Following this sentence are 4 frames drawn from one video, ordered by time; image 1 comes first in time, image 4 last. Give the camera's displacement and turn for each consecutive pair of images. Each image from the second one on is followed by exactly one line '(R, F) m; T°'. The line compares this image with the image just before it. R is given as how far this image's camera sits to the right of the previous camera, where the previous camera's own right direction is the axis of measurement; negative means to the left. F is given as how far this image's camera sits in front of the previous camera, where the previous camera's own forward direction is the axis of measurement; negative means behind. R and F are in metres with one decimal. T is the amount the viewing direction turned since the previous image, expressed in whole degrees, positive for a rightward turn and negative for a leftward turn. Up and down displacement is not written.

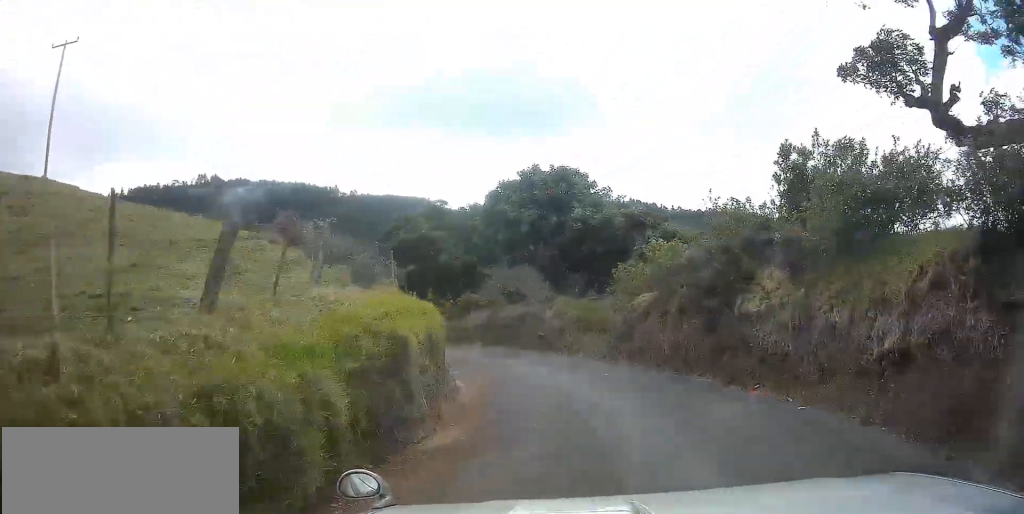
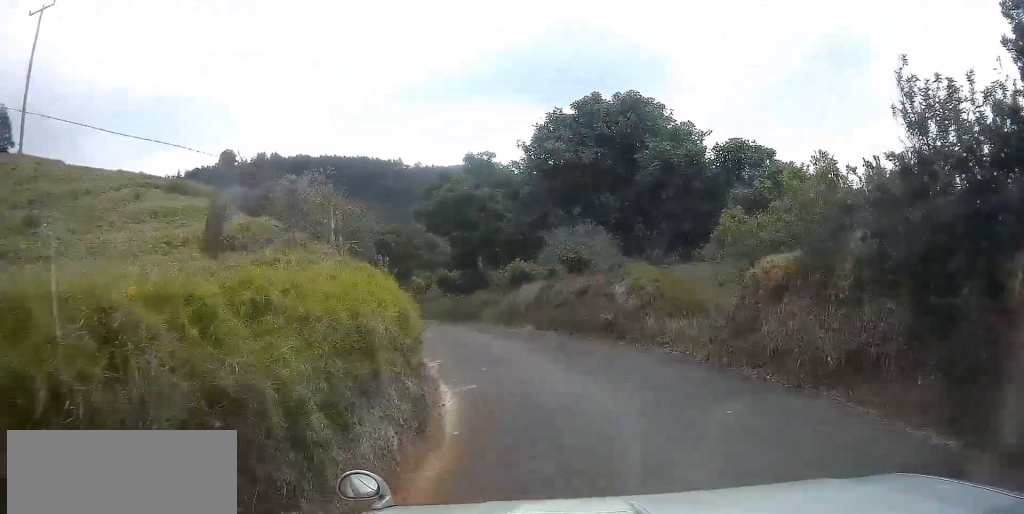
(-0.1, +6.2) m; -5°
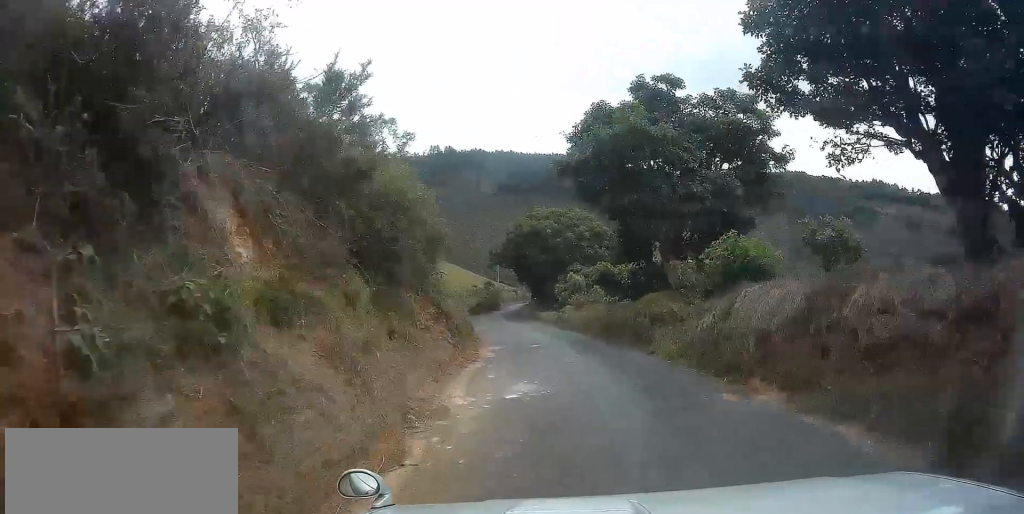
(-1.7, +12.6) m; -15°
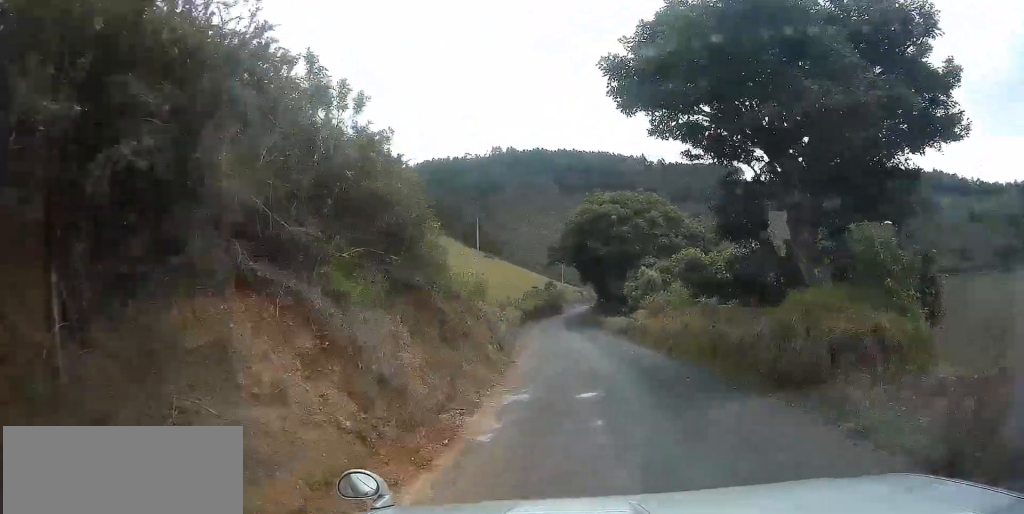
(-0.7, +8.8) m; -7°
